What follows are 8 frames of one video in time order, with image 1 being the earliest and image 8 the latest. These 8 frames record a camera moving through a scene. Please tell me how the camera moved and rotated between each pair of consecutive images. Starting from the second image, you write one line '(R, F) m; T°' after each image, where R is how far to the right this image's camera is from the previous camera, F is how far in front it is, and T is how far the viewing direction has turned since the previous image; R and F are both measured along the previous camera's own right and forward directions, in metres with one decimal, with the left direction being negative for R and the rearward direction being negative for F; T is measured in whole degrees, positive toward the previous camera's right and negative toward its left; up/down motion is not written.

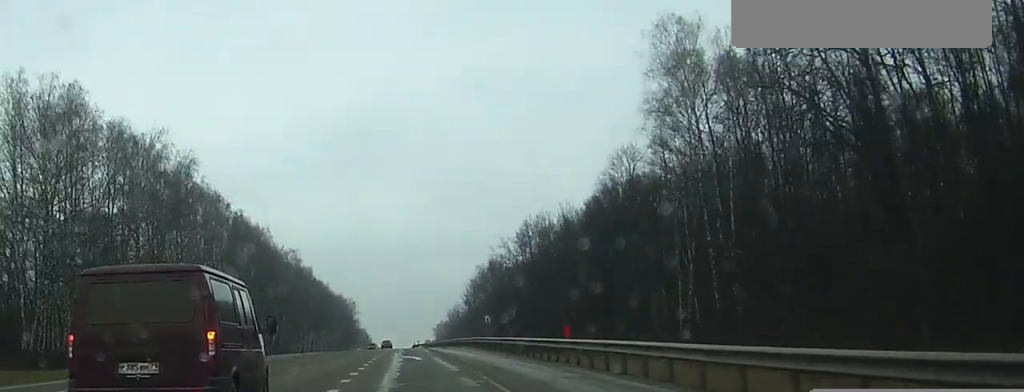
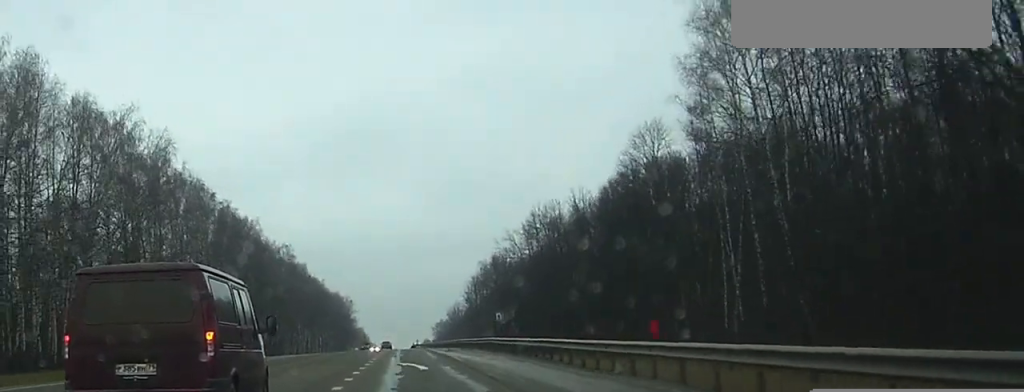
(+0.1, +10.6) m; 0°
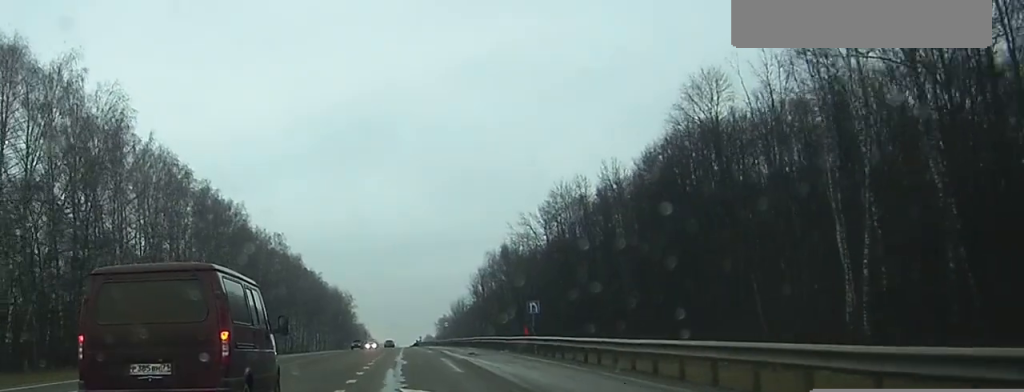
(0.0, +17.6) m; 0°
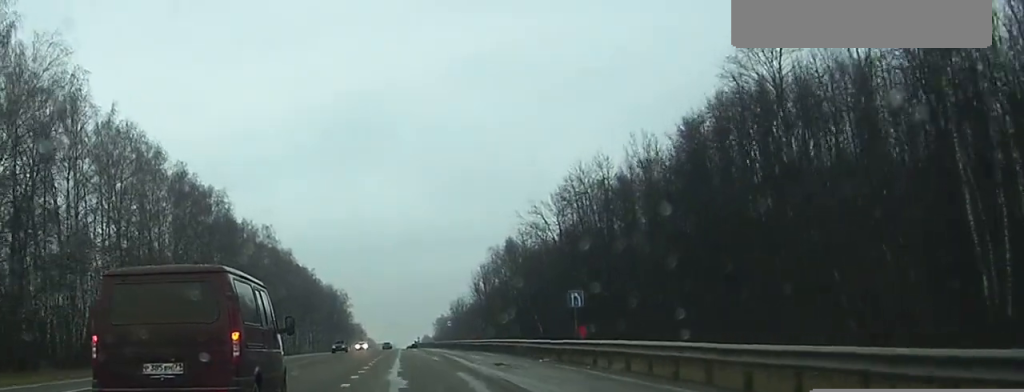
(0.0, +13.9) m; 0°
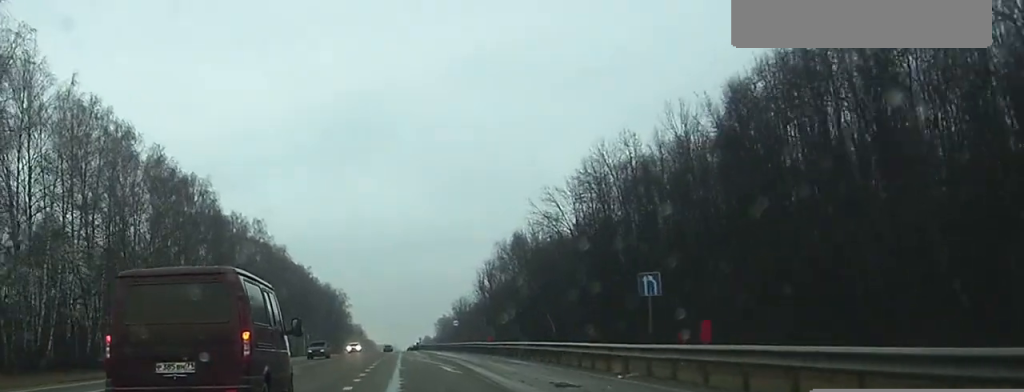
(0.0, +12.0) m; 0°
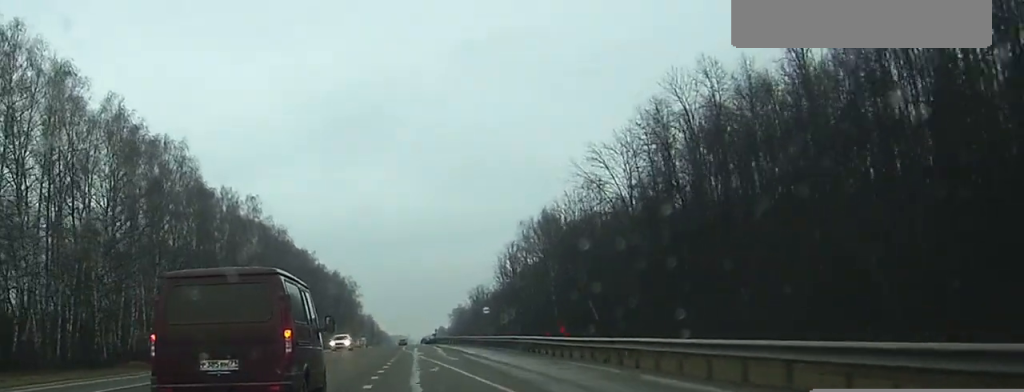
(0.0, +21.0) m; 0°
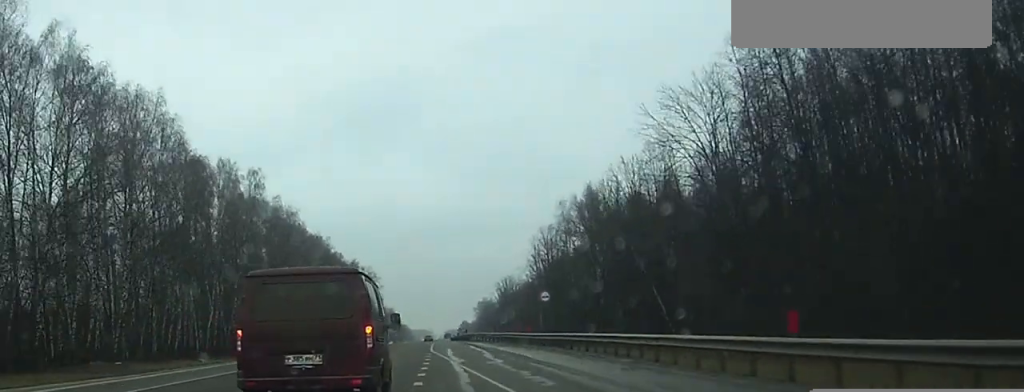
(-0.1, +19.8) m; -1°
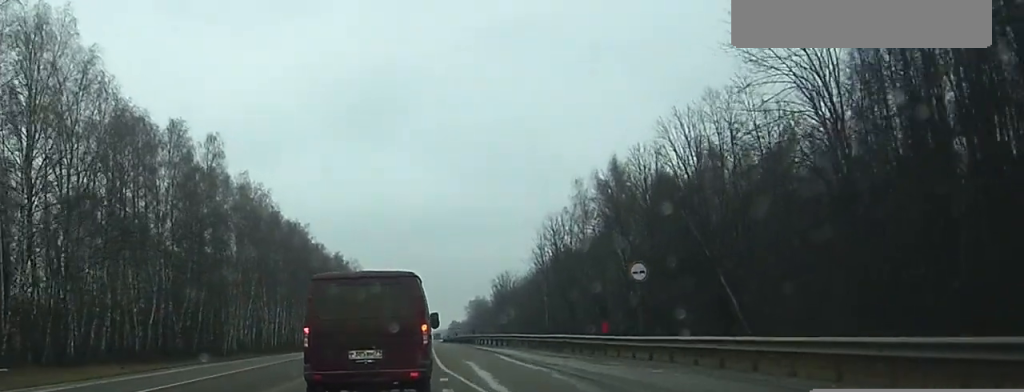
(-0.2, +23.0) m; 0°
